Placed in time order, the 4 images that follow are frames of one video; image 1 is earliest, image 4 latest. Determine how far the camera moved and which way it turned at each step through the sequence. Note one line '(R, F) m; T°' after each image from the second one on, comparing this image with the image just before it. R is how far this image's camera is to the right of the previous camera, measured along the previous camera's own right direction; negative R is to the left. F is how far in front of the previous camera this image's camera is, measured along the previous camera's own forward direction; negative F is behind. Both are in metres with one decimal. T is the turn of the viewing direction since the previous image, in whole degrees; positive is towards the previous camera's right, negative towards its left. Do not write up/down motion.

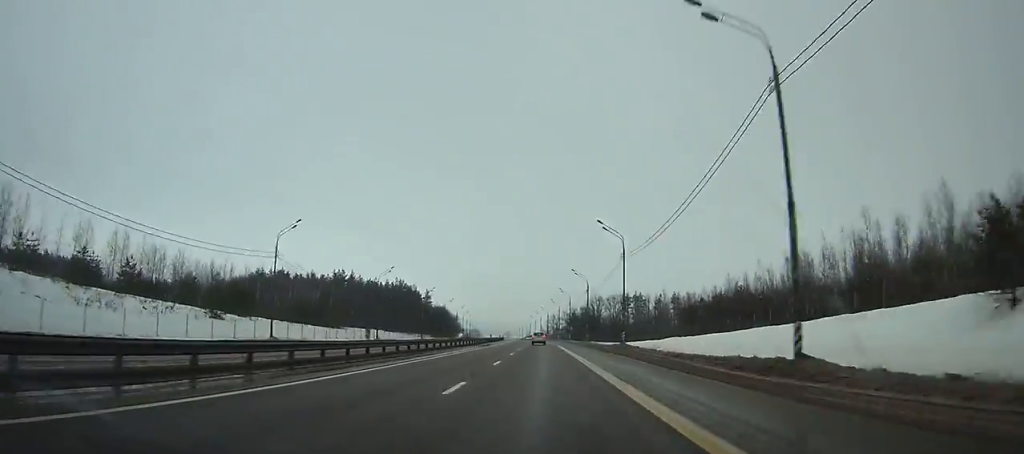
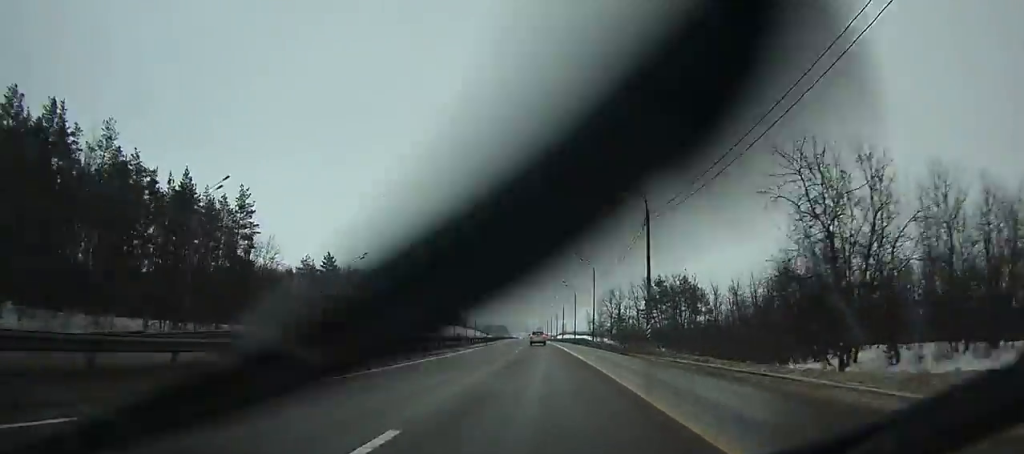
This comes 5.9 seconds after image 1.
(-5.5, +156.9) m; -4°
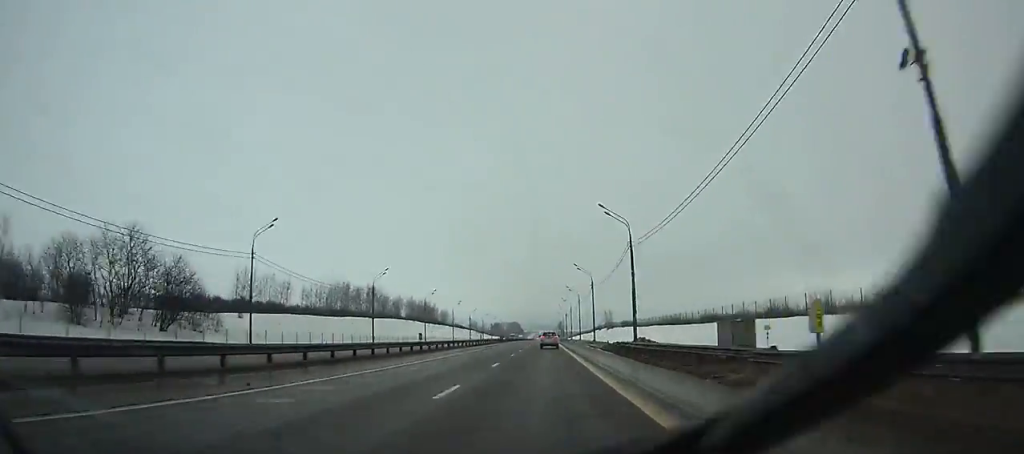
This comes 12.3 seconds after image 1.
(-3.4, +168.4) m; -1°
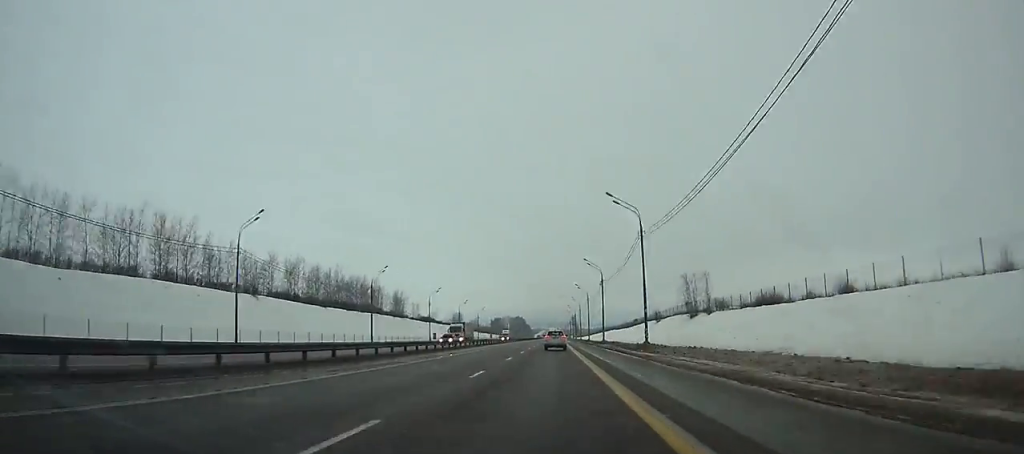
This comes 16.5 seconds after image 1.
(-0.7, +109.4) m; -1°
